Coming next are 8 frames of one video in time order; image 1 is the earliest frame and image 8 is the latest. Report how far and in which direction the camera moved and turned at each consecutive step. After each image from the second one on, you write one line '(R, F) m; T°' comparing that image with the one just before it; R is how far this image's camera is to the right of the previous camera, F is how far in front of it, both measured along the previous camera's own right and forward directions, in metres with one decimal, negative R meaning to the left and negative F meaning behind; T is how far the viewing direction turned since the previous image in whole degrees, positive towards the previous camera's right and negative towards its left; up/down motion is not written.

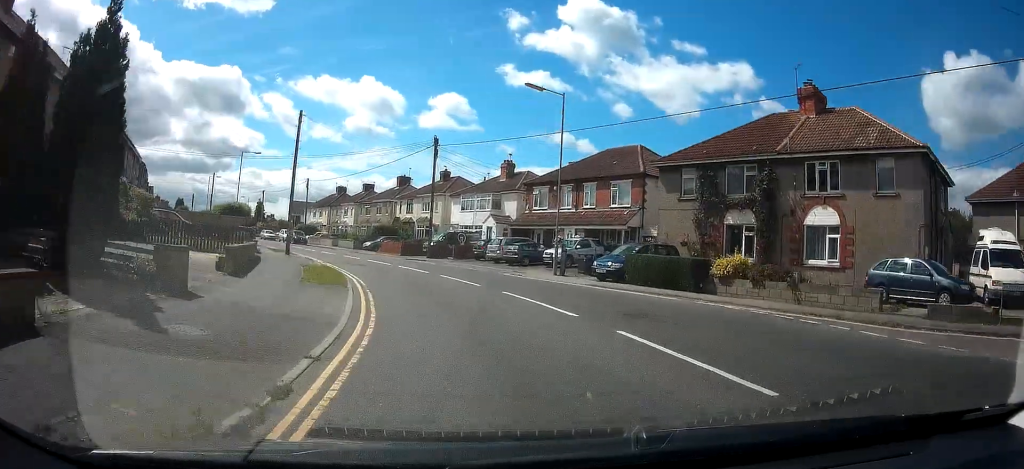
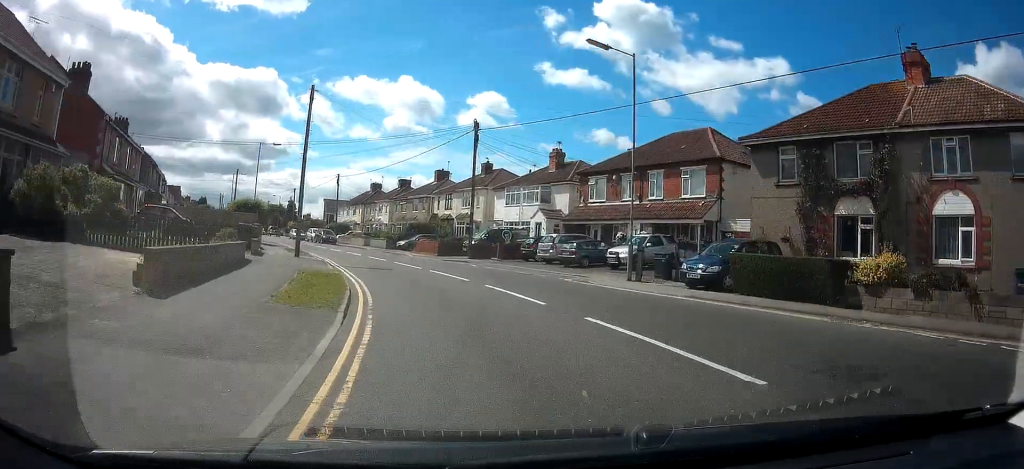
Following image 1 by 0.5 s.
(-0.2, +5.6) m; -4°
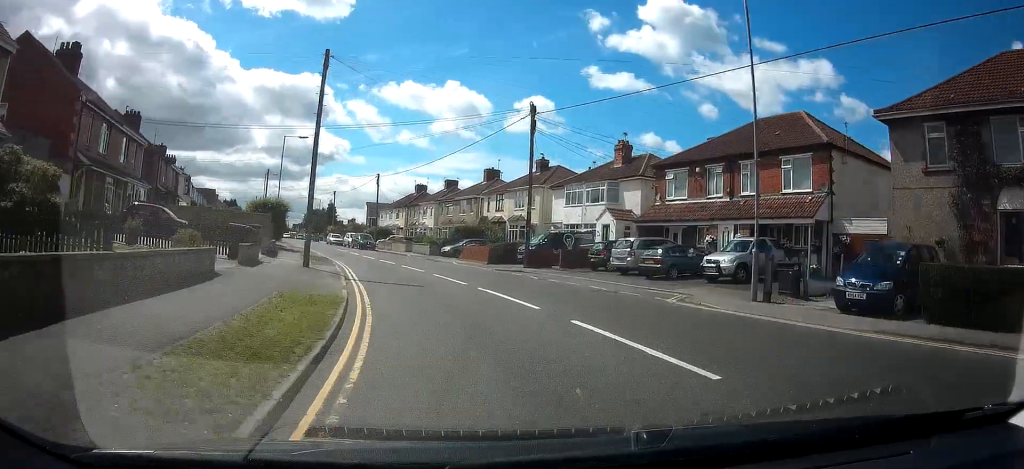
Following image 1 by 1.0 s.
(+0.1, +6.0) m; -4°
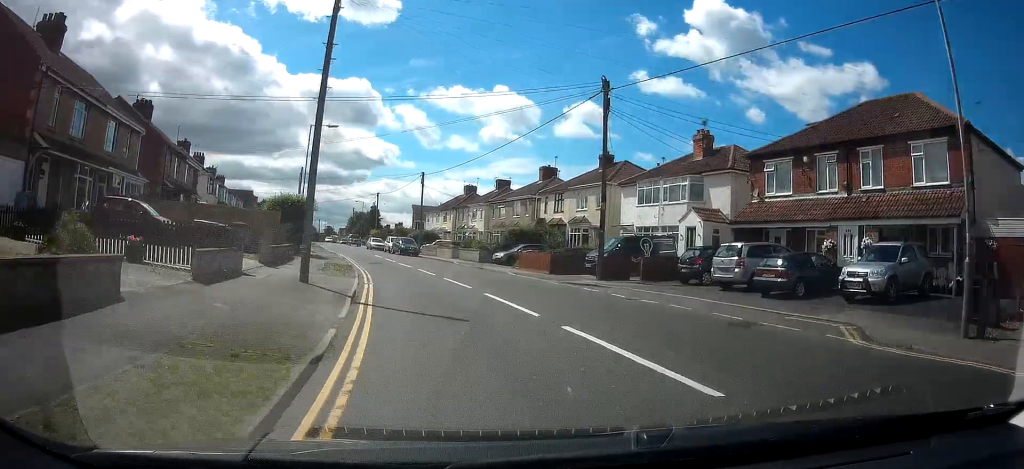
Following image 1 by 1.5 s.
(-0.5, +6.0) m; -4°
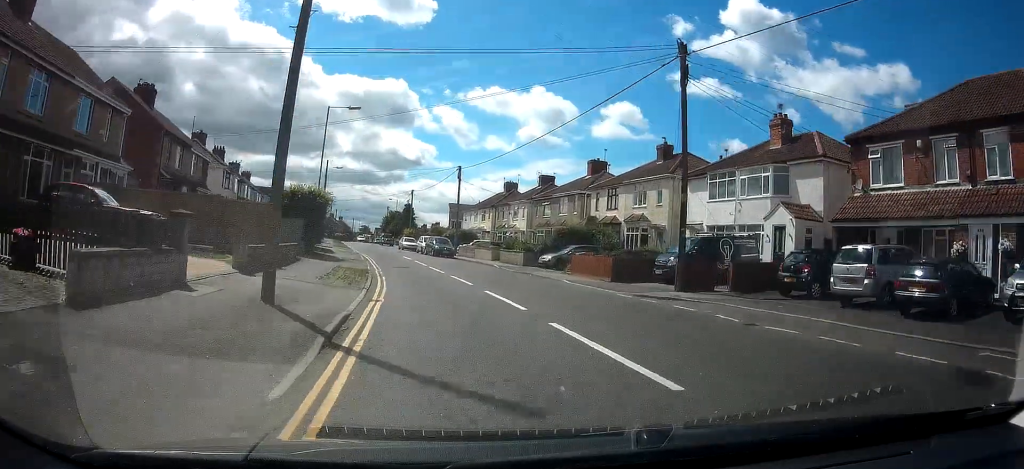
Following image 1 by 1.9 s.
(-0.1, +5.2) m; -3°
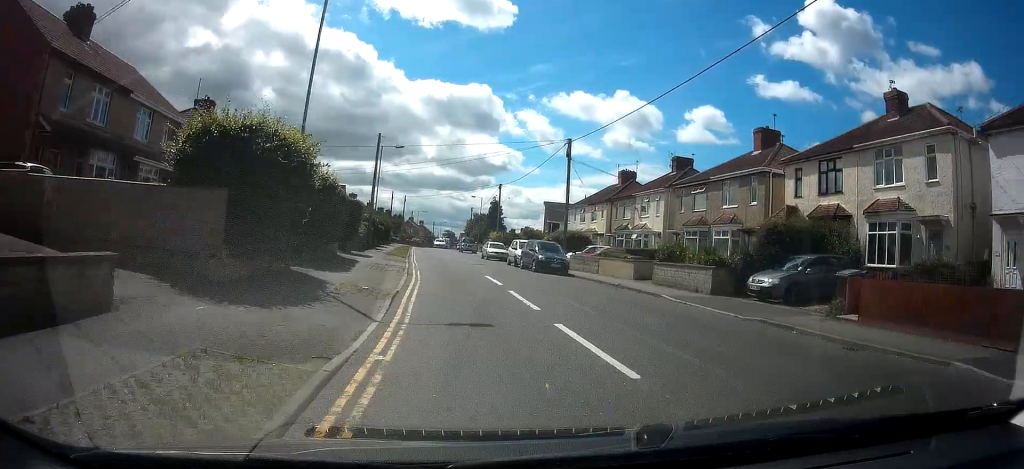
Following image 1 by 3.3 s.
(-1.3, +17.1) m; -8°
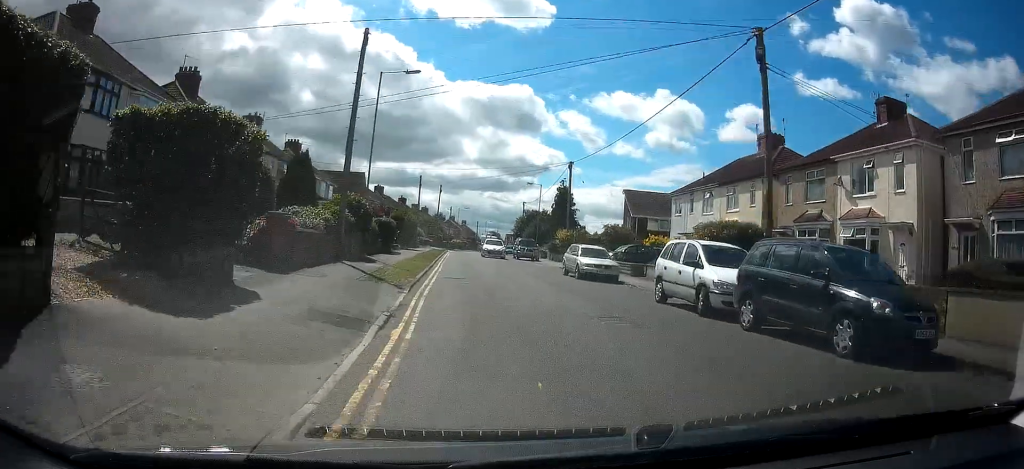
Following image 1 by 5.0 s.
(-1.4, +21.2) m; -6°
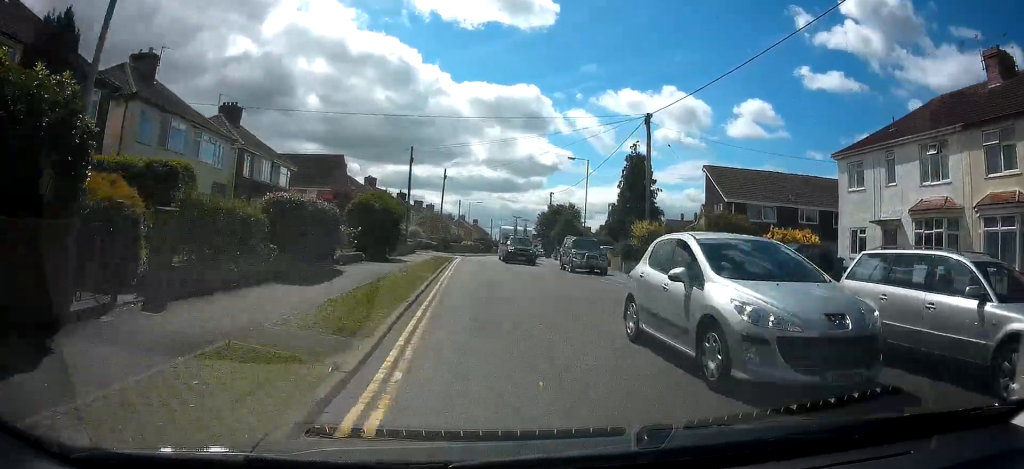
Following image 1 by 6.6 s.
(+0.2, +19.9) m; +1°
